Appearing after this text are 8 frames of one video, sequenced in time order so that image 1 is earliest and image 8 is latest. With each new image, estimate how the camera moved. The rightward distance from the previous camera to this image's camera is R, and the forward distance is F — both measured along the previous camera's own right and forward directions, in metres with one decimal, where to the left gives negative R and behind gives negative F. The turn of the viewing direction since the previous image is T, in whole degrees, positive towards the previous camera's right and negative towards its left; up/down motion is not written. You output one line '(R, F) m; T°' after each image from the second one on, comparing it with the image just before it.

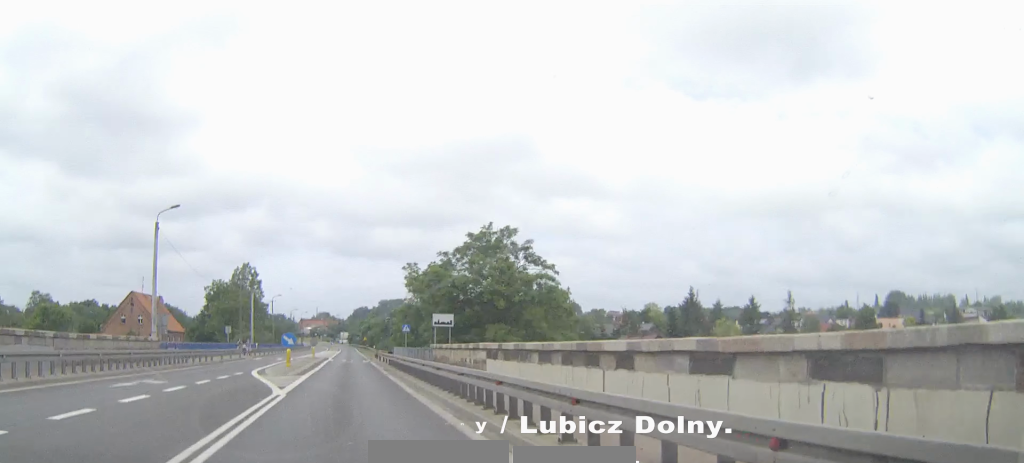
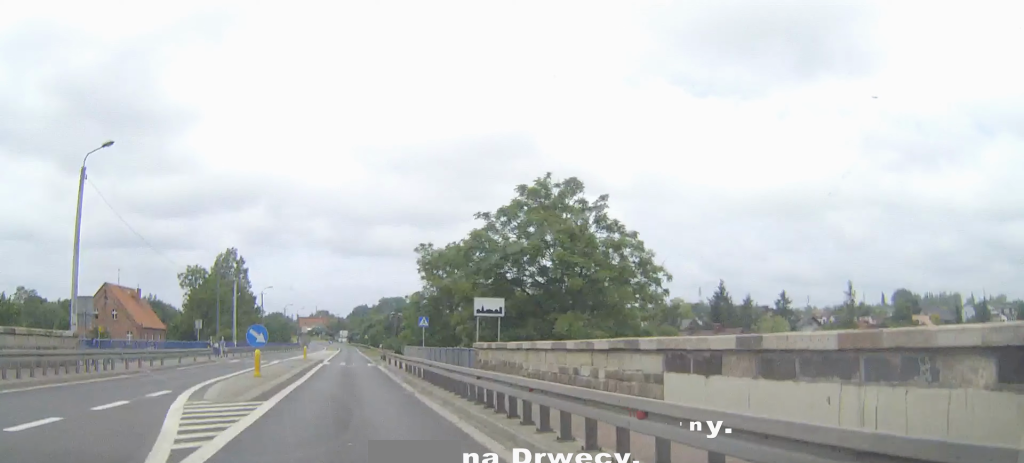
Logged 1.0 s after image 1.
(0.0, +14.1) m; 0°
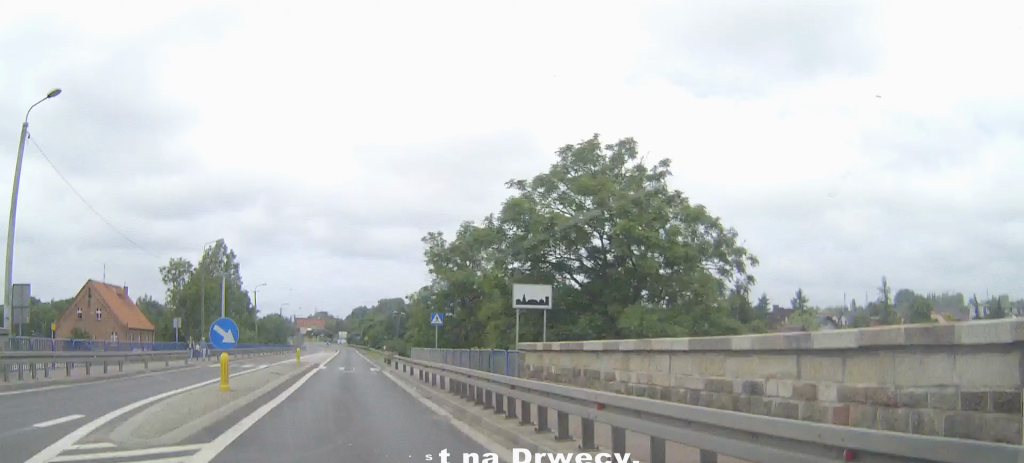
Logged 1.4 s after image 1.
(0.0, +6.5) m; 0°
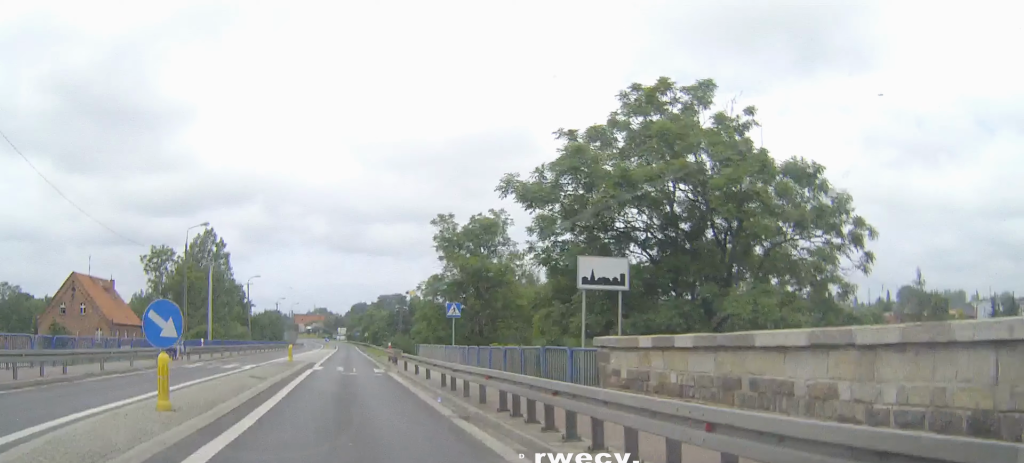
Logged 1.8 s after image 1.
(0.0, +6.4) m; 0°
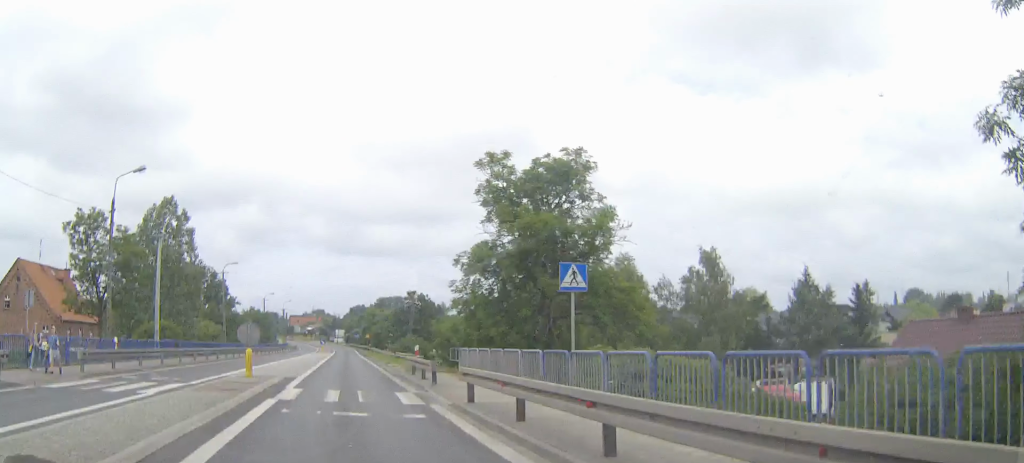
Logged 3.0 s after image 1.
(0.0, +17.3) m; 0°
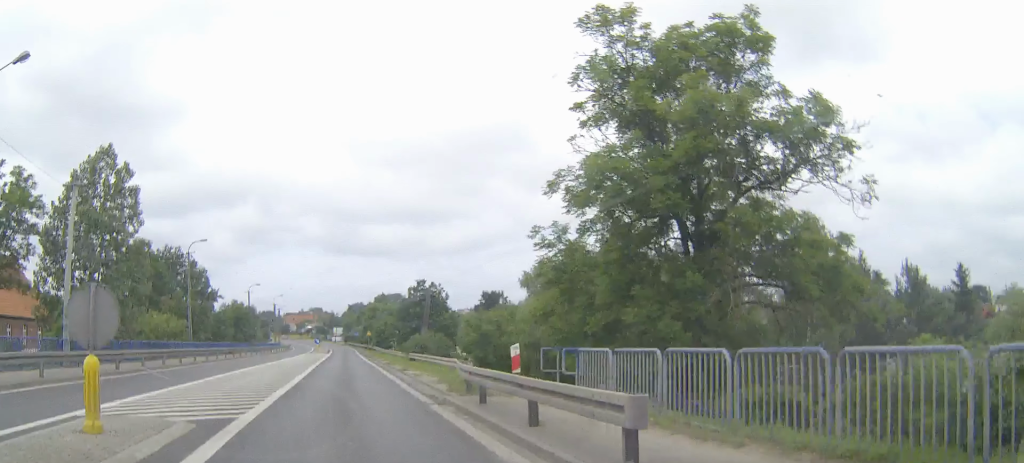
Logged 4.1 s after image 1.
(0.0, +15.4) m; 0°
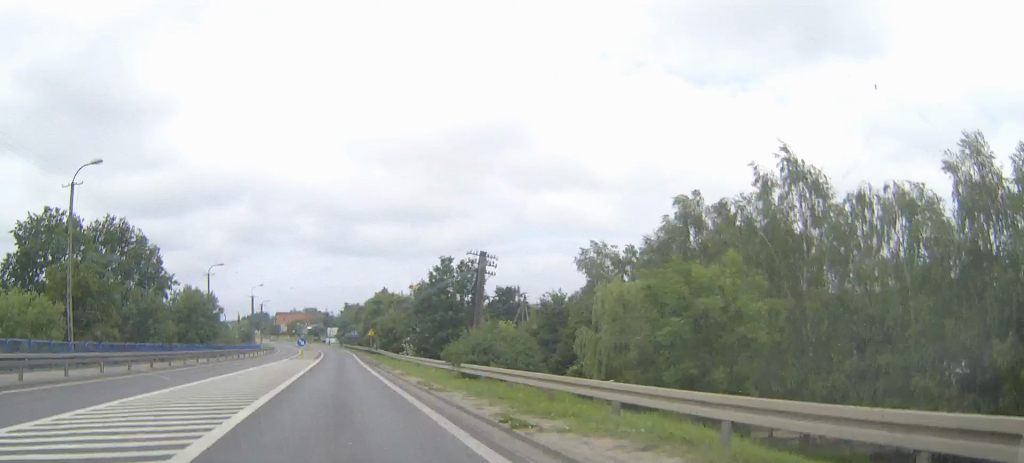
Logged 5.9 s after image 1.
(0.0, +24.9) m; 0°
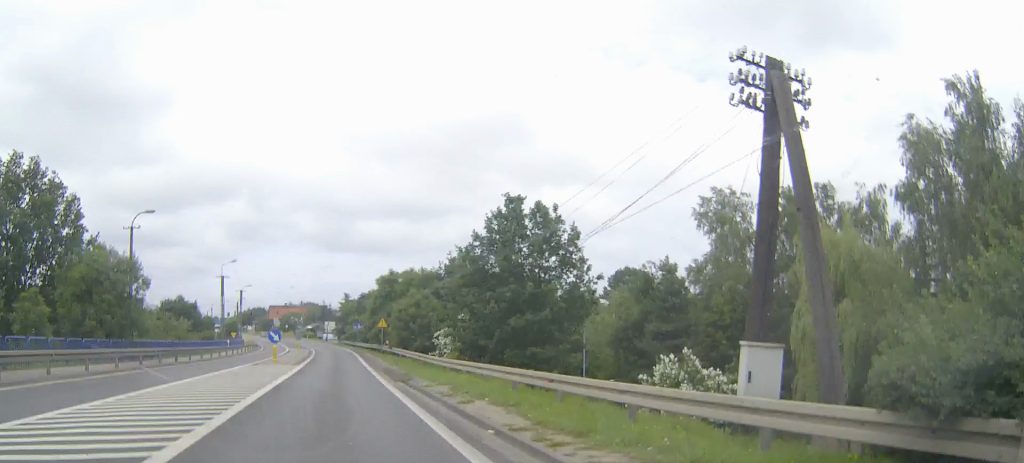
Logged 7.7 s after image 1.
(0.0, +25.2) m; 0°
